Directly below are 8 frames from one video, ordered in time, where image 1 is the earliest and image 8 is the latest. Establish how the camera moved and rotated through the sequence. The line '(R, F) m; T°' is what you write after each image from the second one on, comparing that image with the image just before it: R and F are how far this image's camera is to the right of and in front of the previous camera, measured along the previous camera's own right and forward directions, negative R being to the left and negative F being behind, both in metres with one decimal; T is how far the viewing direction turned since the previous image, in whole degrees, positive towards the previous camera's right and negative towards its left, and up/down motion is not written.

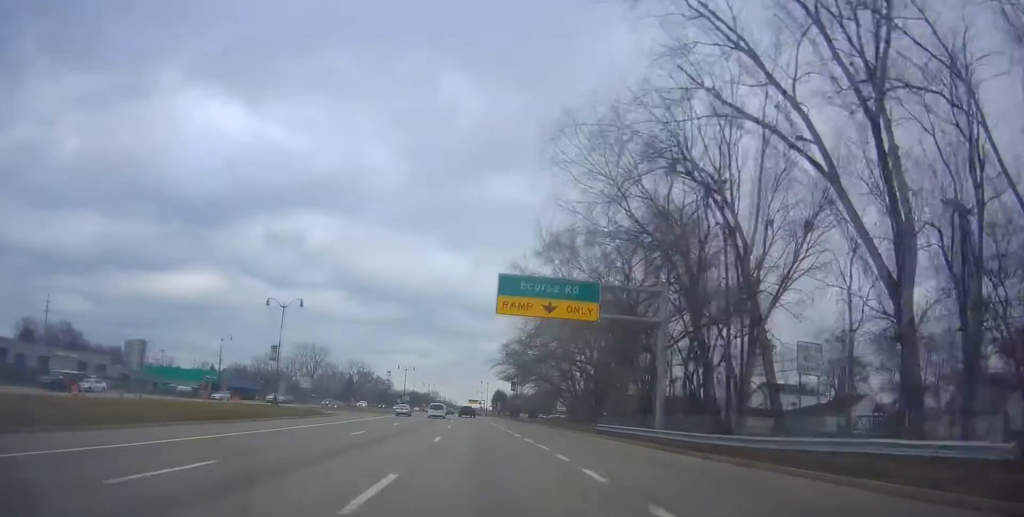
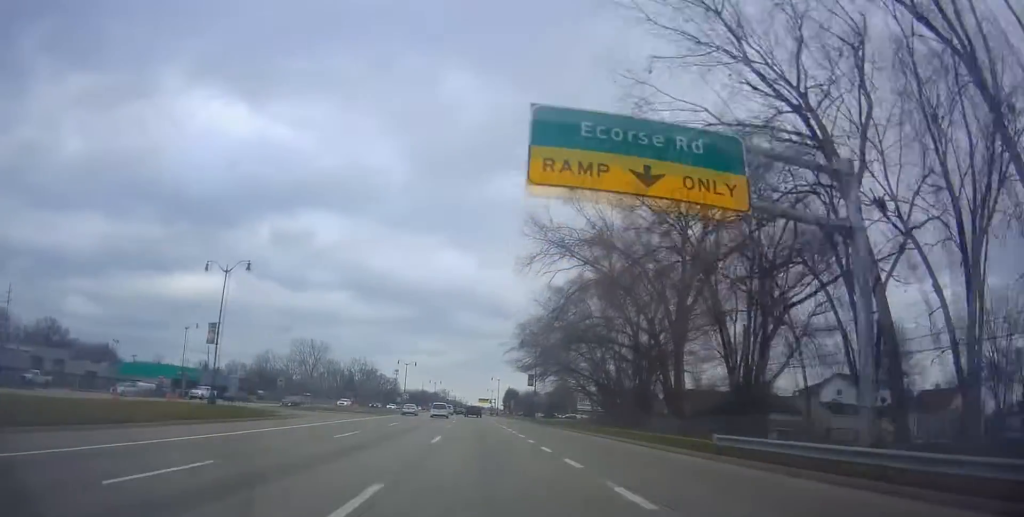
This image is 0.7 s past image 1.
(+0.5, +16.3) m; -1°
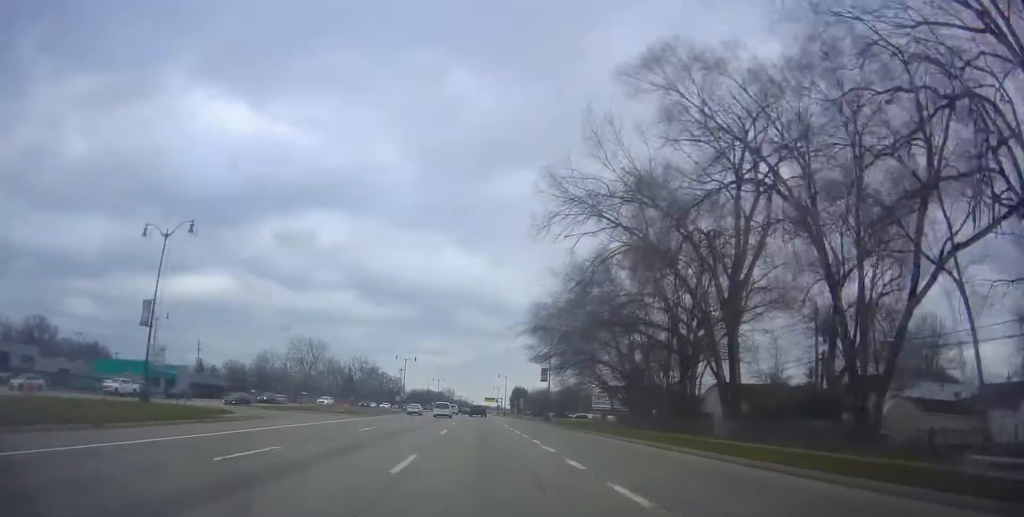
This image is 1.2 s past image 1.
(+0.2, +10.4) m; -1°
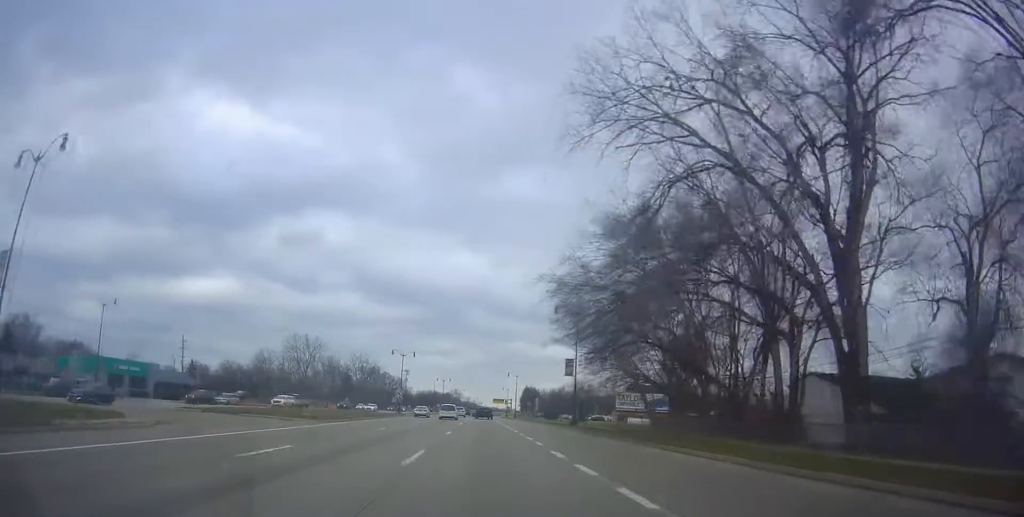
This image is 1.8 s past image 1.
(-0.7, +14.3) m; -1°
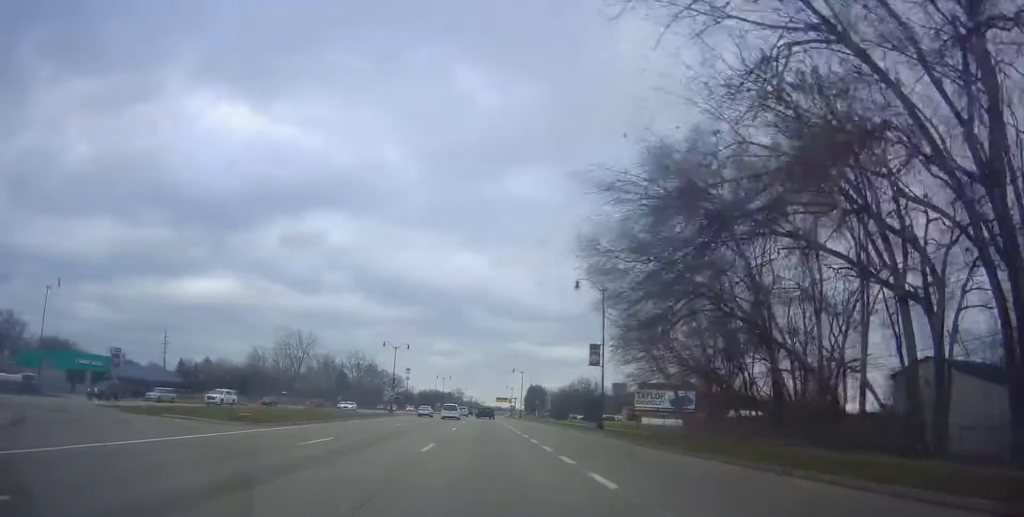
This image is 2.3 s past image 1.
(-0.1, +11.5) m; 0°
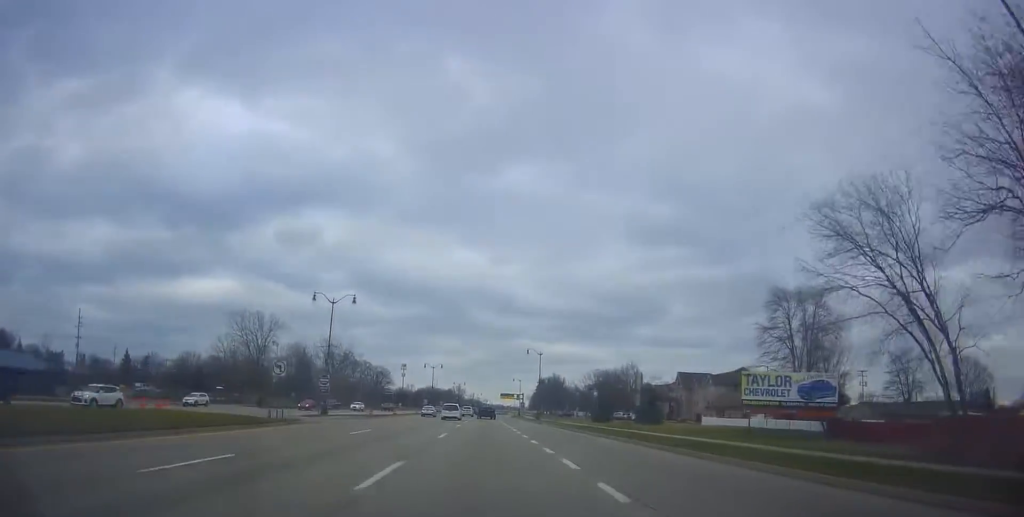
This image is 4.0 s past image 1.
(+1.1, +39.0) m; 0°
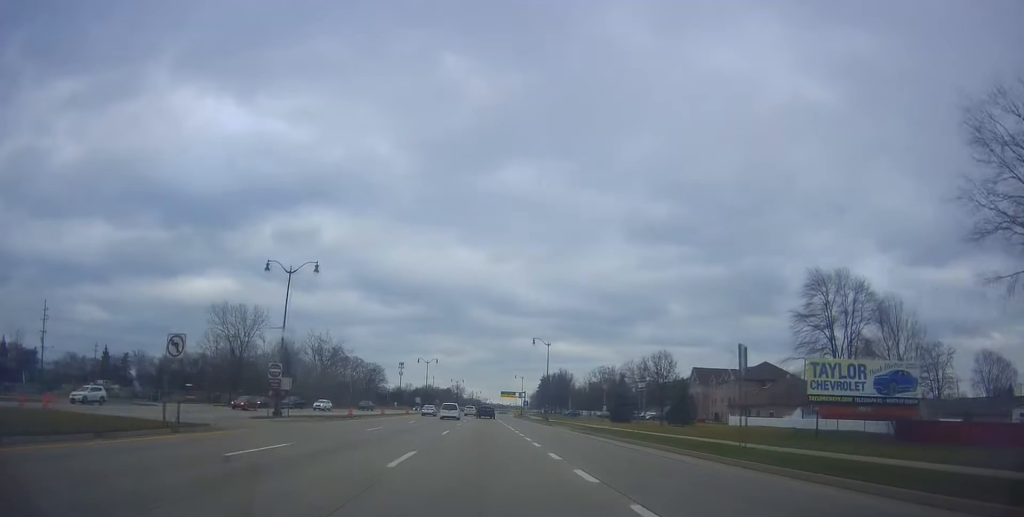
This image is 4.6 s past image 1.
(-0.4, +12.0) m; -1°
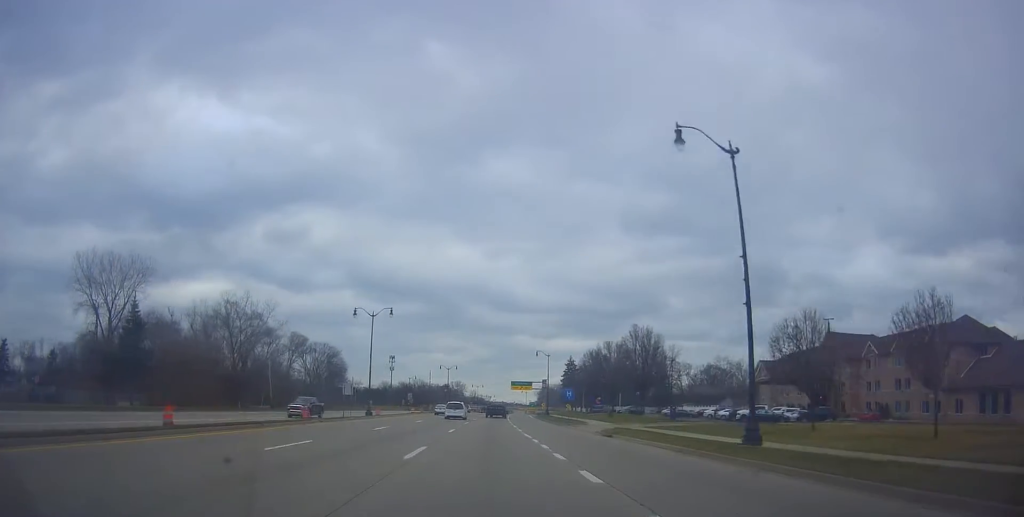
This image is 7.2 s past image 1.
(-0.9, +60.3) m; -2°
